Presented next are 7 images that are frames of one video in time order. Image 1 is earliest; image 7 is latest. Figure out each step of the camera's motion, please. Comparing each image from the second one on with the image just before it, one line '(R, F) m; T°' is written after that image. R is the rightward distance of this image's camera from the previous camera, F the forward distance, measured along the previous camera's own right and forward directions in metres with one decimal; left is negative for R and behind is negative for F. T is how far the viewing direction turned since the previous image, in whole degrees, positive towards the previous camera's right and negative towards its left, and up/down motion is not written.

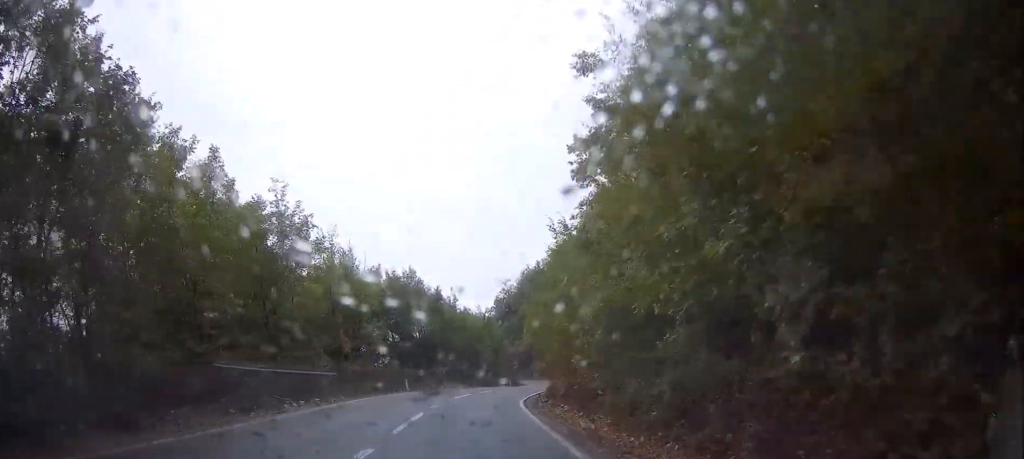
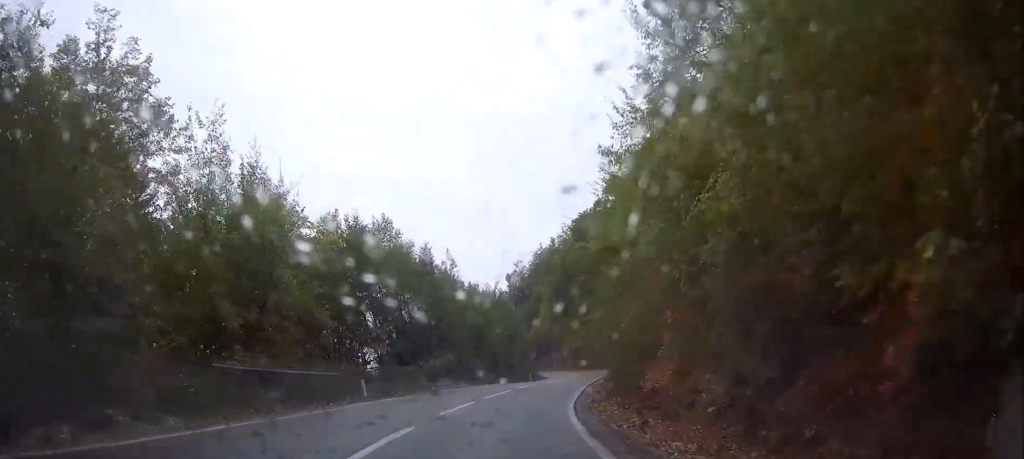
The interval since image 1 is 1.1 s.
(-0.2, +18.4) m; +1°
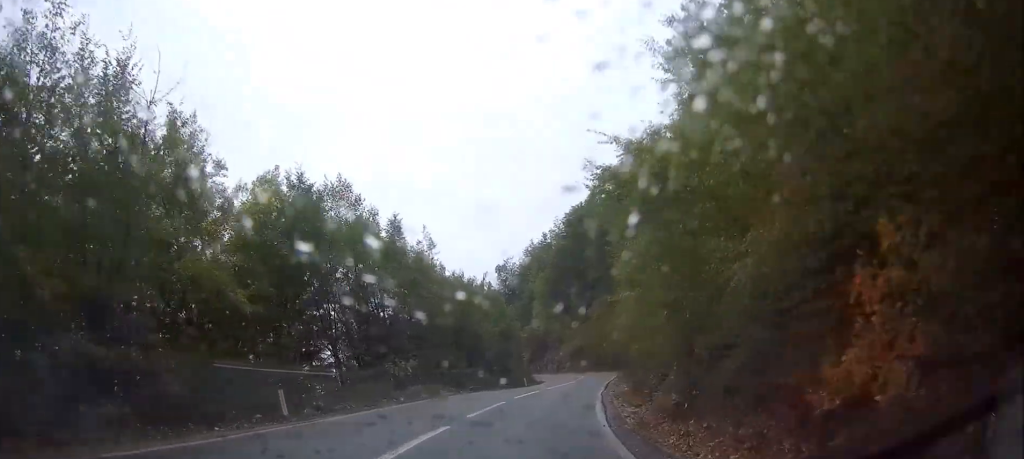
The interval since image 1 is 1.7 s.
(0.0, +9.0) m; +2°
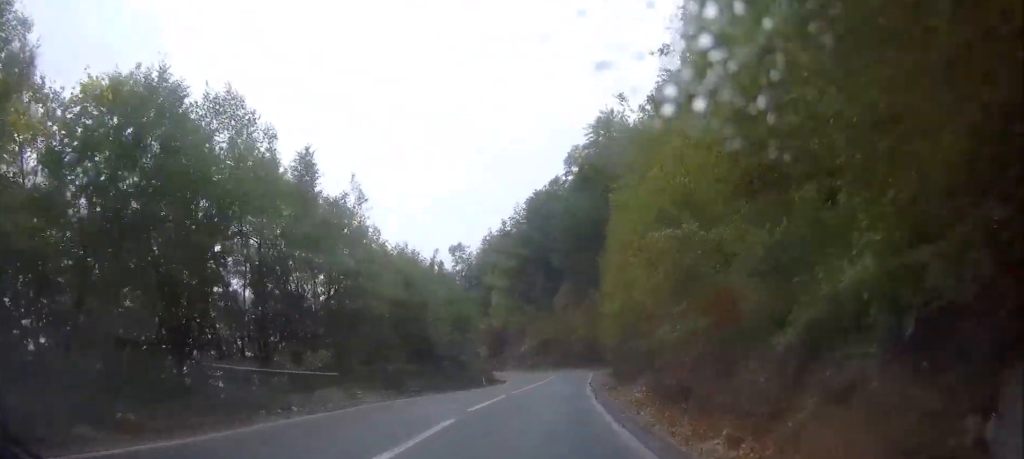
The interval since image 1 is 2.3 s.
(+0.1, +10.0) m; +3°
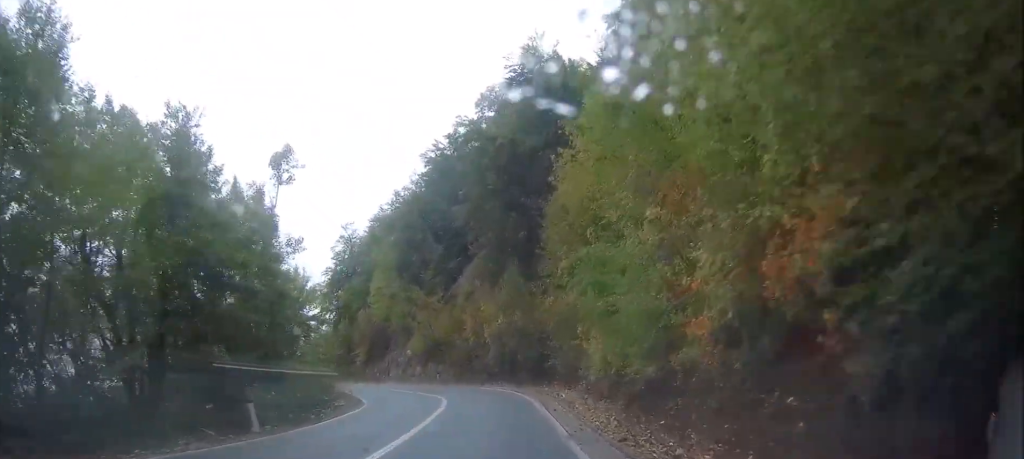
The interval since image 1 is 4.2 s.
(+2.3, +28.1) m; +5°
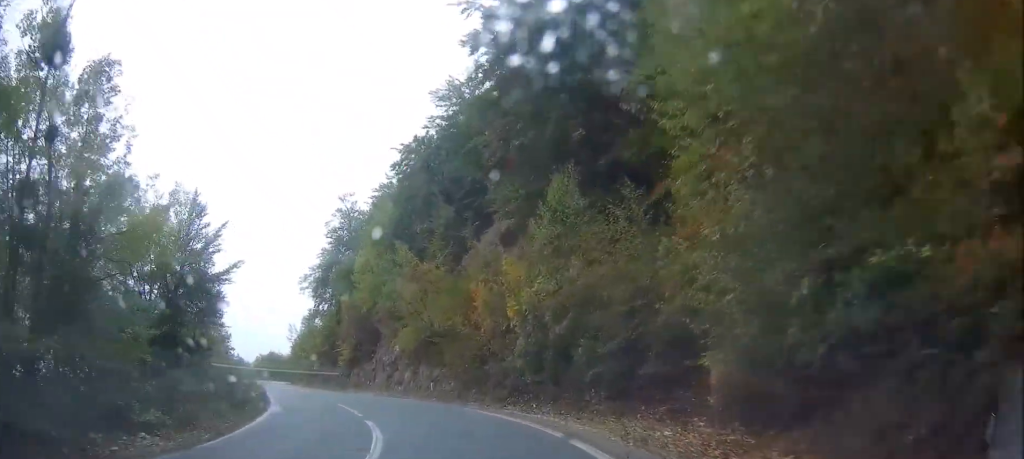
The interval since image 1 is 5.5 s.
(-0.4, +19.7) m; -7°
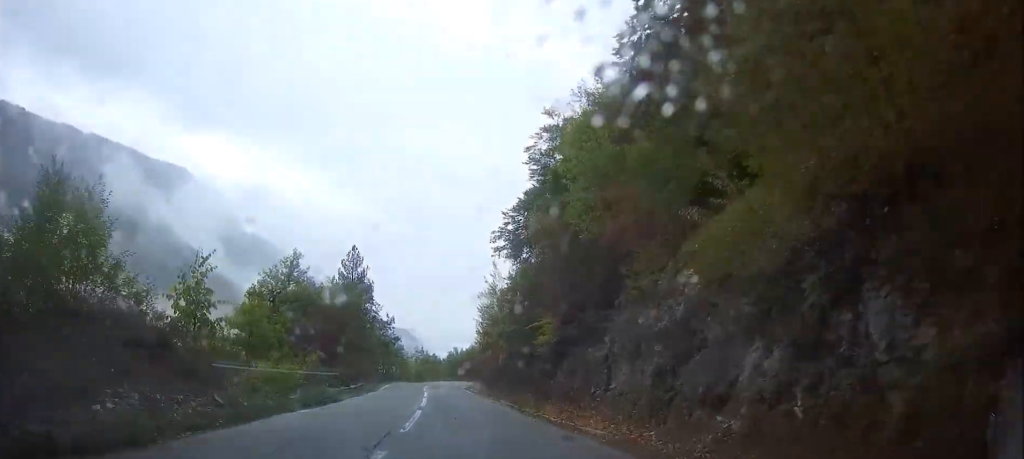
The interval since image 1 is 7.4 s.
(-3.9, +29.1) m; -13°
